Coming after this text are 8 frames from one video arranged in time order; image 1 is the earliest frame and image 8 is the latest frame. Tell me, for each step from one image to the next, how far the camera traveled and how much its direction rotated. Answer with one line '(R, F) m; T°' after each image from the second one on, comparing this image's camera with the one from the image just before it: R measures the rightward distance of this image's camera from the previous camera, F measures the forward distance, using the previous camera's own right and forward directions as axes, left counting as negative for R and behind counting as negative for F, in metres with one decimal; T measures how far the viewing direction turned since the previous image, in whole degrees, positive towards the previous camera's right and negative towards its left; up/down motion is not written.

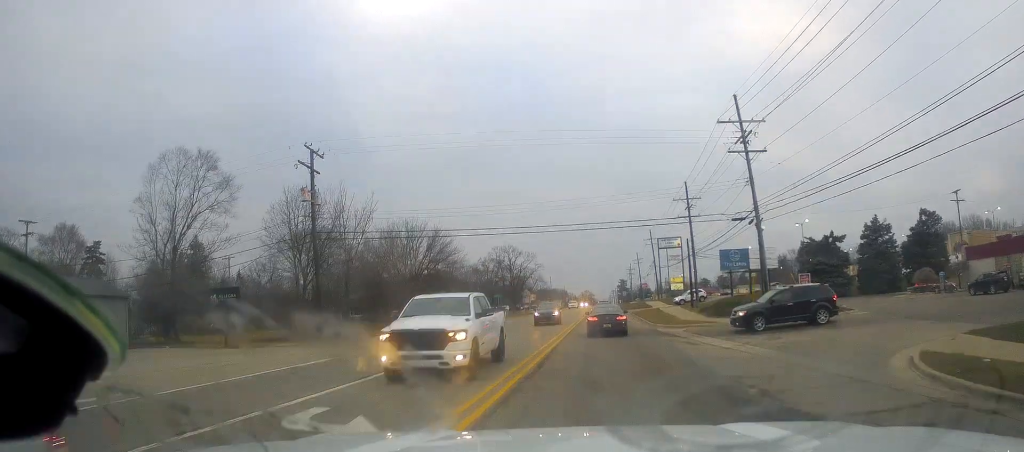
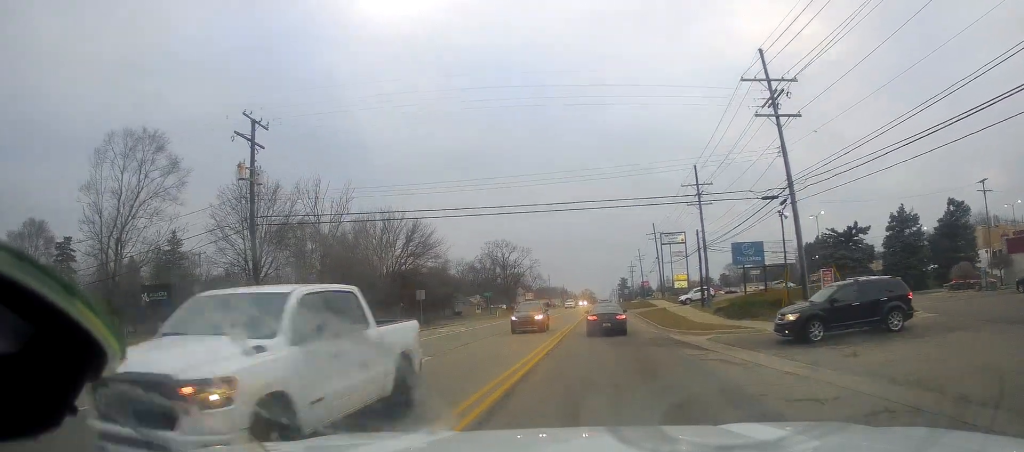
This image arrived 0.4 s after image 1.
(-0.2, +6.8) m; 0°
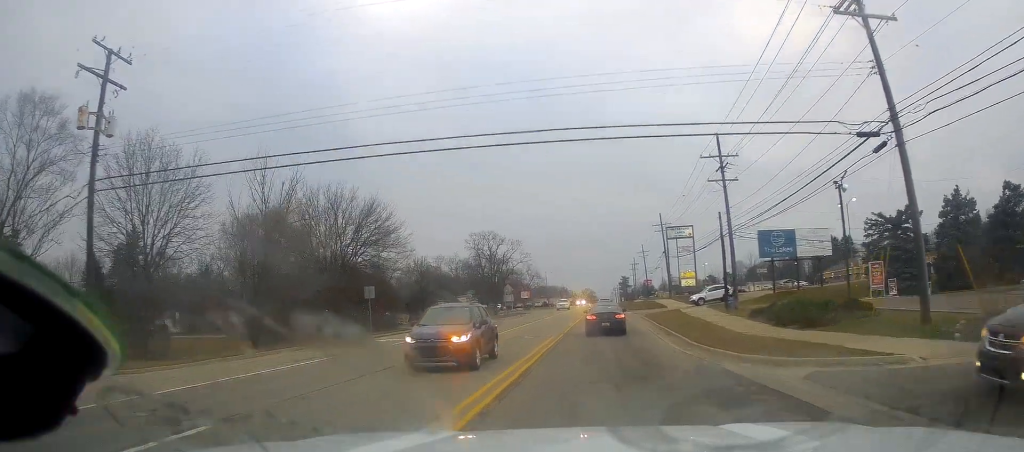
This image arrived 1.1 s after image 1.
(-0.1, +11.1) m; 0°
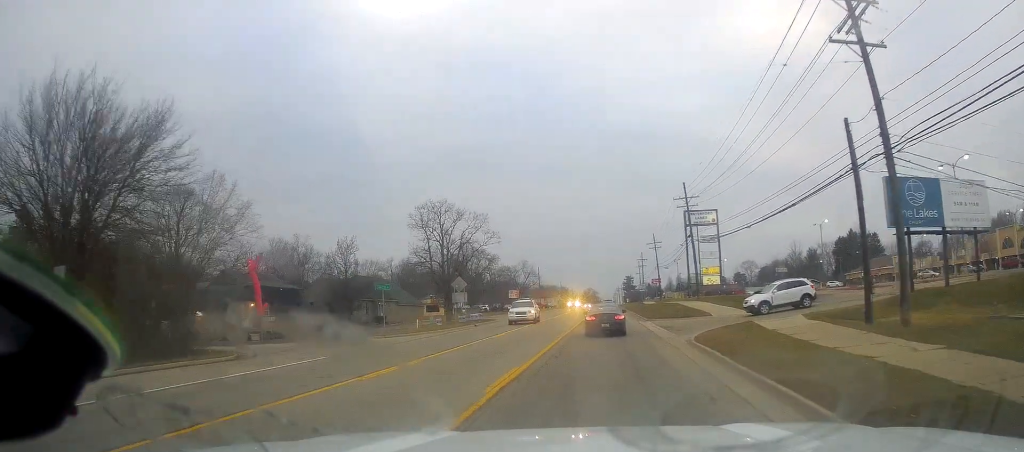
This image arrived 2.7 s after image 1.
(0.0, +25.5) m; 0°
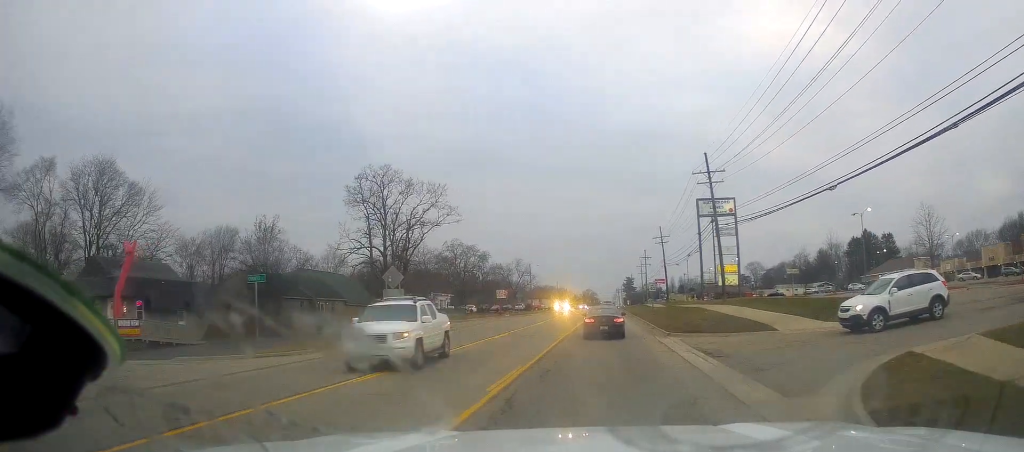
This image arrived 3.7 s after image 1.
(+0.3, +14.8) m; +1°
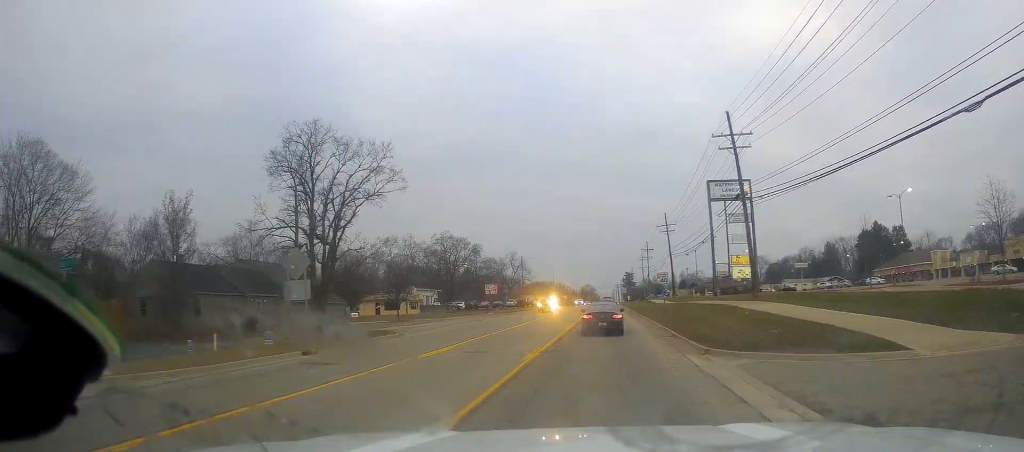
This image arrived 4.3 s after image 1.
(+0.1, +10.7) m; 0°
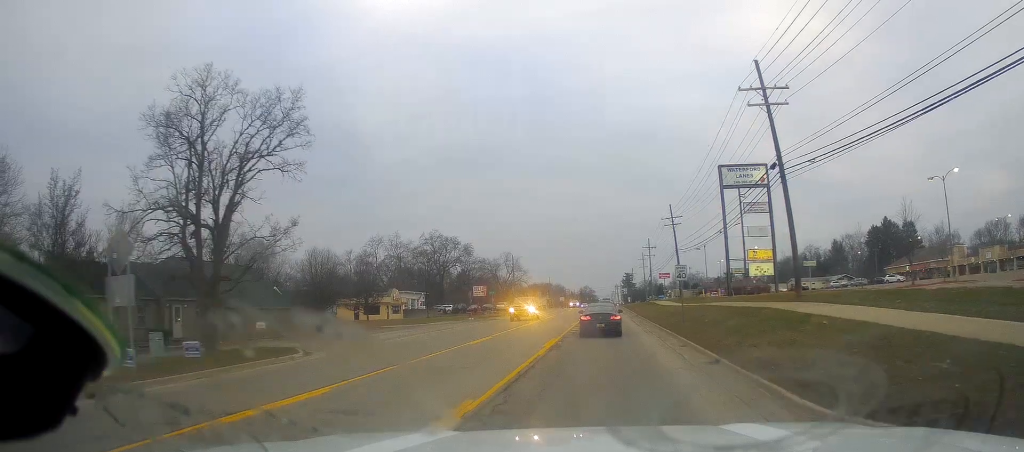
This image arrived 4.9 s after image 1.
(+0.1, +9.6) m; -1°
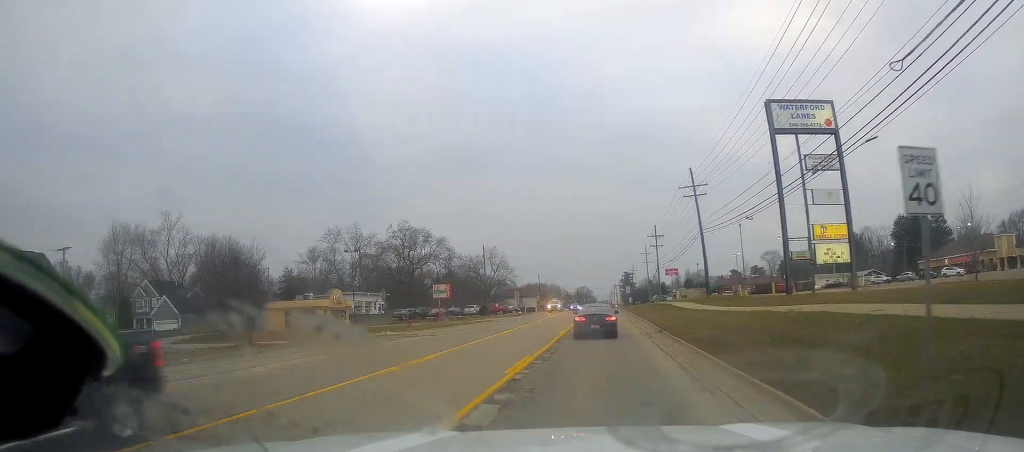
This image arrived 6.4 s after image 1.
(-0.3, +23.1) m; 0°
